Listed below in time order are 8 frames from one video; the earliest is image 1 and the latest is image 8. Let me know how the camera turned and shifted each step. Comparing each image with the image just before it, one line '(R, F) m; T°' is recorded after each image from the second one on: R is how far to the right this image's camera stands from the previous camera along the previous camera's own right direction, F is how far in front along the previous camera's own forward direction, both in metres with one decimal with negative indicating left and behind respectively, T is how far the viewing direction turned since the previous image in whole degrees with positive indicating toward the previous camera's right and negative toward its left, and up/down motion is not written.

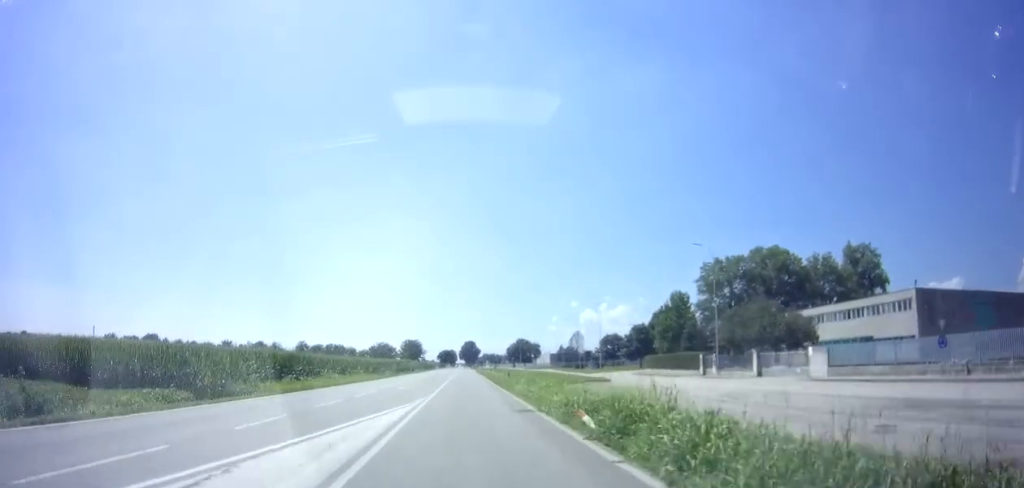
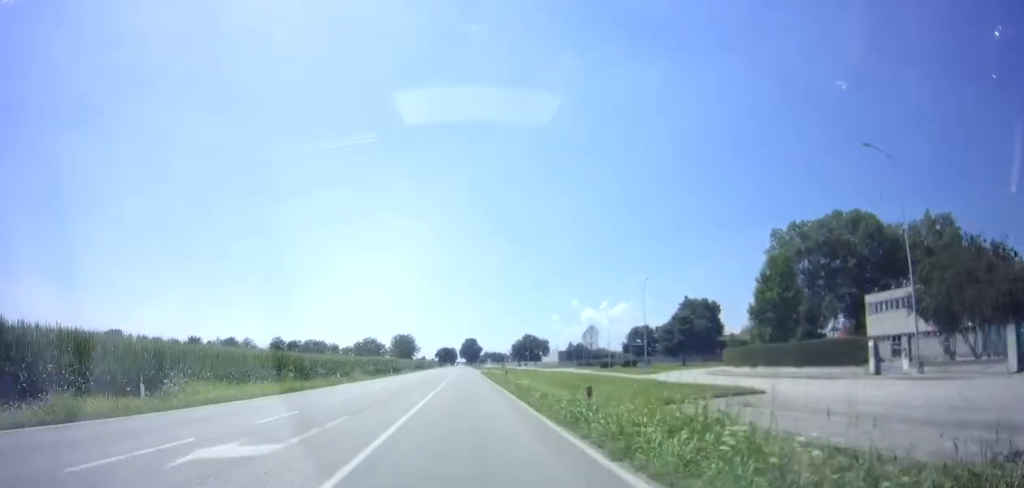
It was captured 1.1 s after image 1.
(+0.1, +23.3) m; 0°
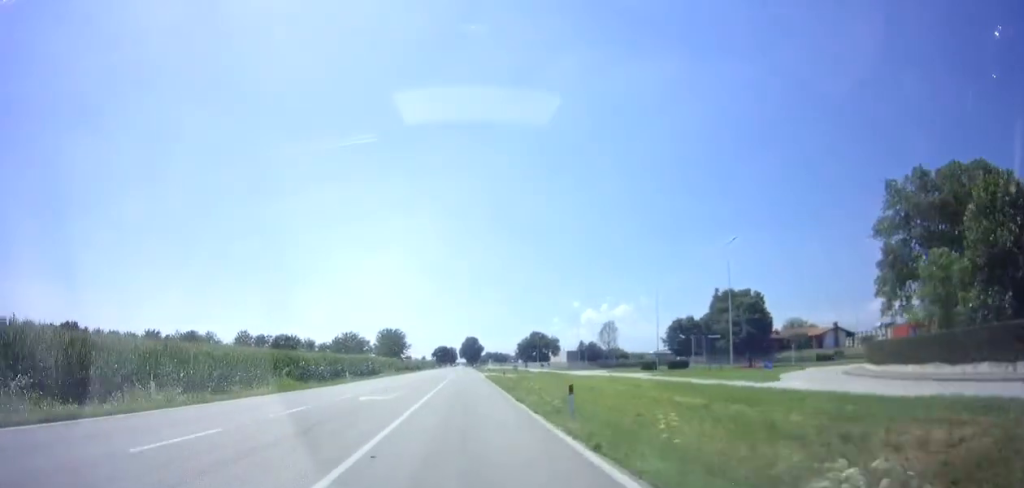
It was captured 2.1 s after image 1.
(+0.1, +22.7) m; 0°
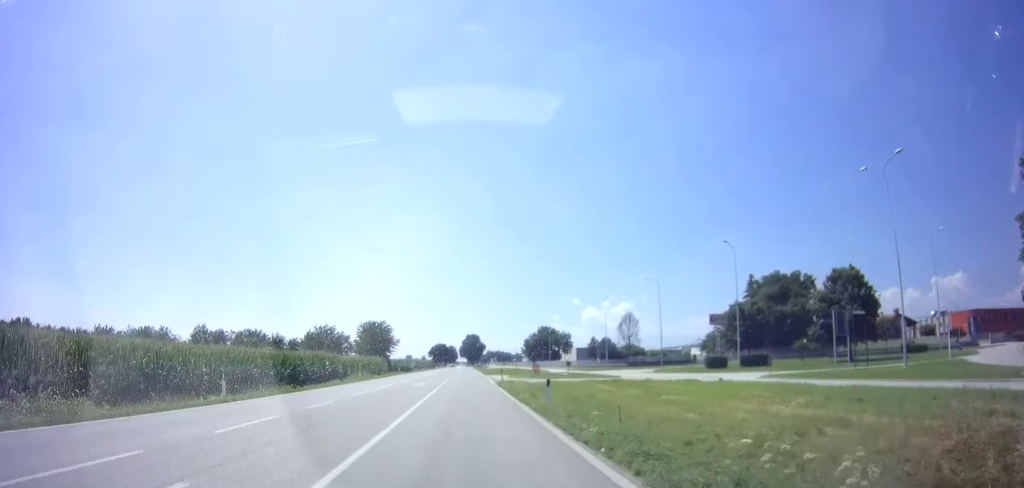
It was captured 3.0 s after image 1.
(0.0, +20.5) m; 0°
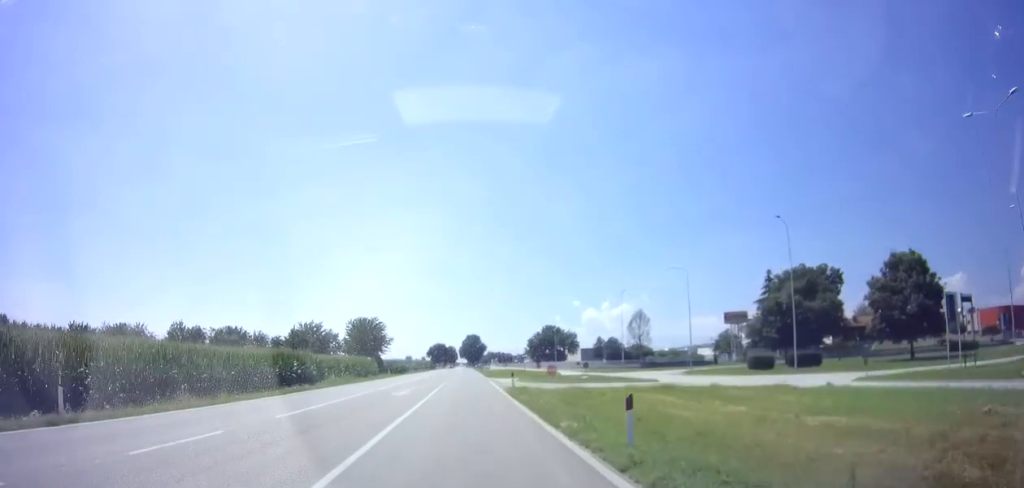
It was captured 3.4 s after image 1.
(0.0, +8.8) m; 0°
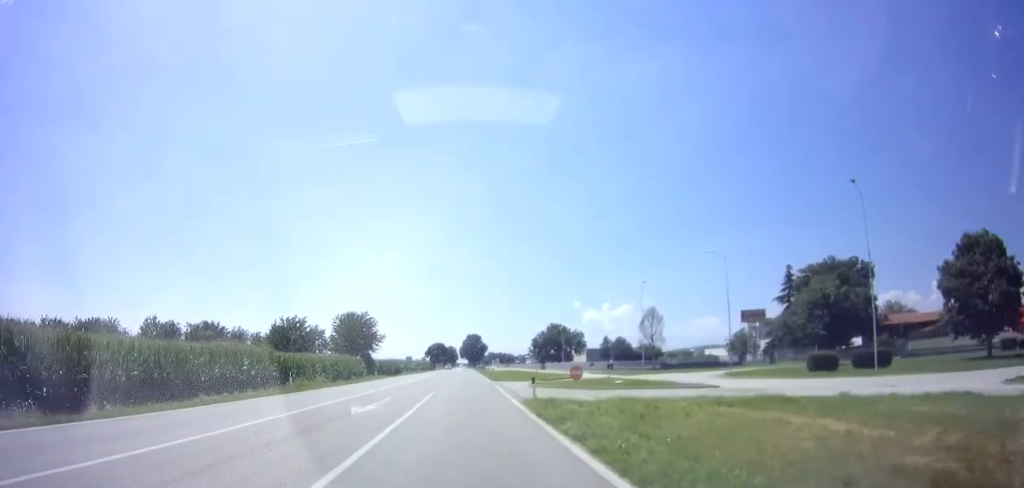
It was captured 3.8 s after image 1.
(0.0, +8.8) m; 0°
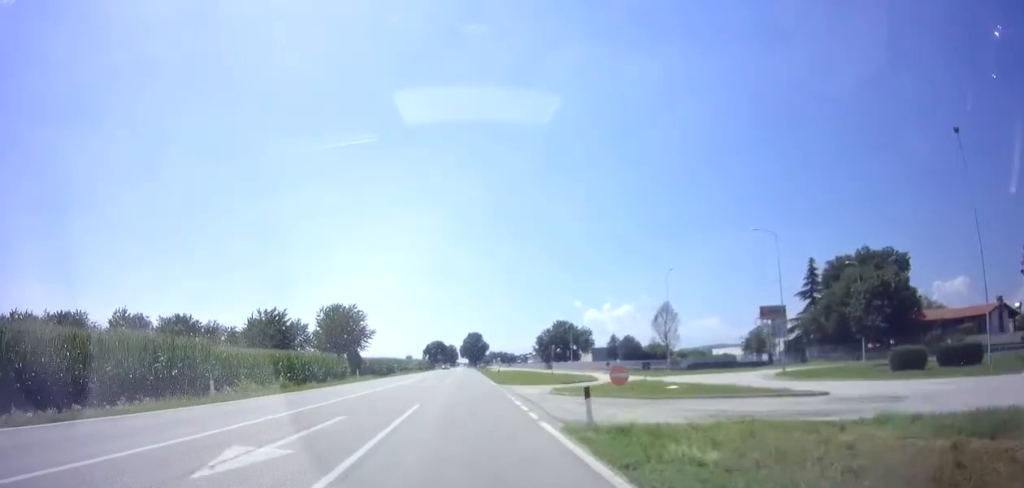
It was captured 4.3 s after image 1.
(0.0, +9.5) m; 0°
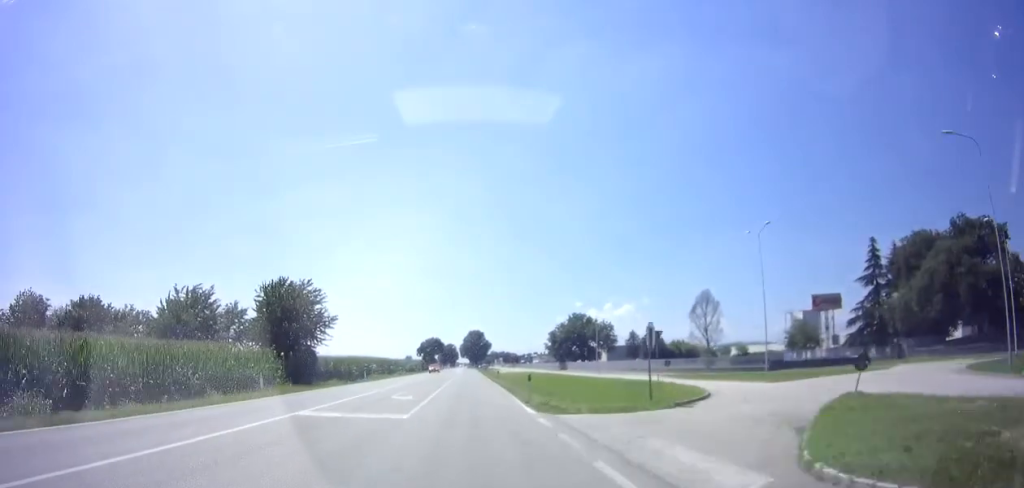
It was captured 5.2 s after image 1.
(-0.1, +20.5) m; +1°
